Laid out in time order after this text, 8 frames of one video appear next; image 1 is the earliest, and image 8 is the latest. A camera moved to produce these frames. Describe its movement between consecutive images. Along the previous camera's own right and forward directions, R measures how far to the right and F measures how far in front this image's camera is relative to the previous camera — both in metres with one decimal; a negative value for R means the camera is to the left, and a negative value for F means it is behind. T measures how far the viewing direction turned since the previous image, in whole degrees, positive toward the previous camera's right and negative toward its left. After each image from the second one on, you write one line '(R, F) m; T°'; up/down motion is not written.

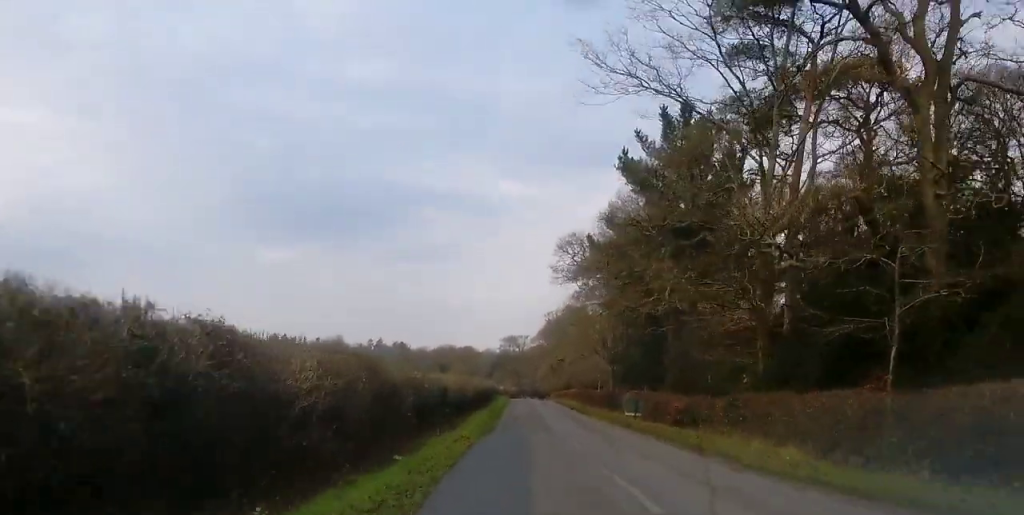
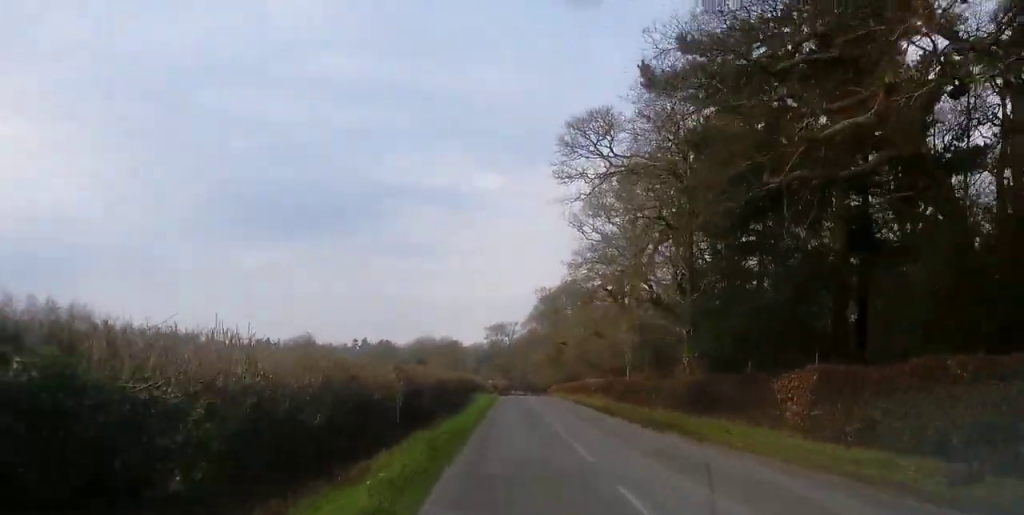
(0.0, +29.6) m; 0°
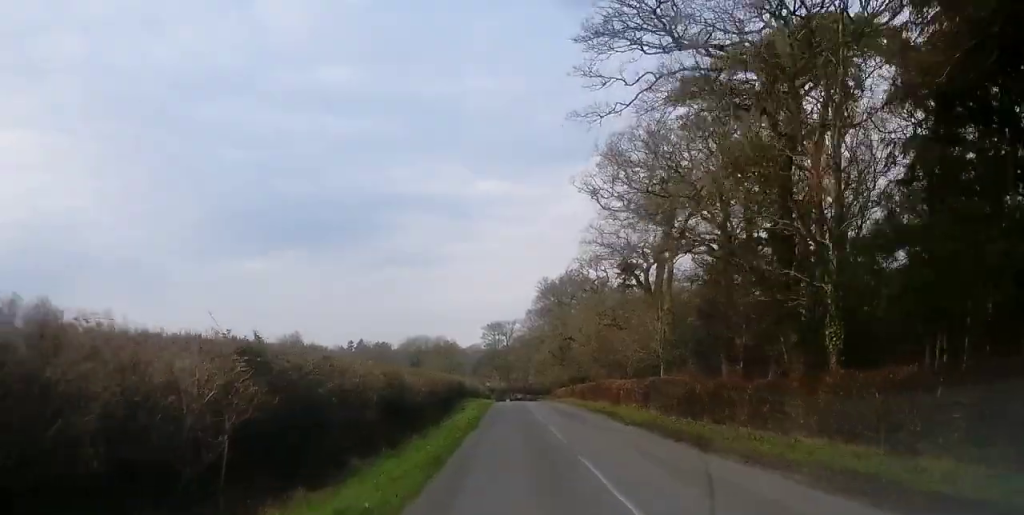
(+0.1, +14.8) m; 0°
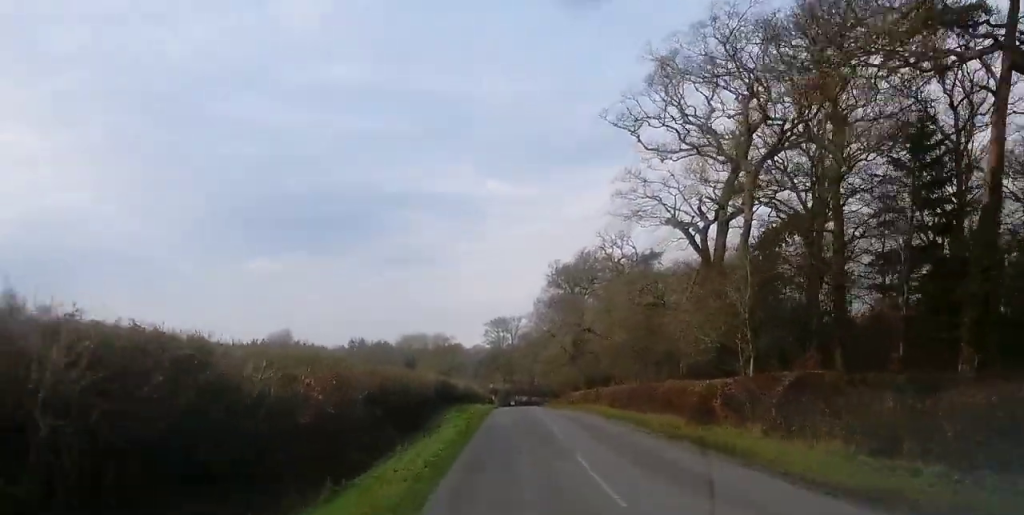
(0.0, +16.6) m; 0°
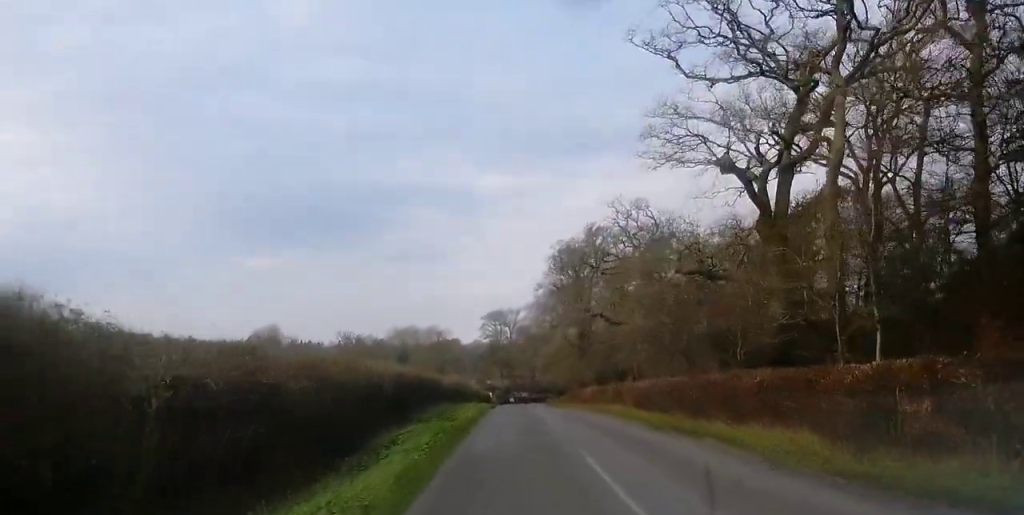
(-0.1, +11.0) m; 0°
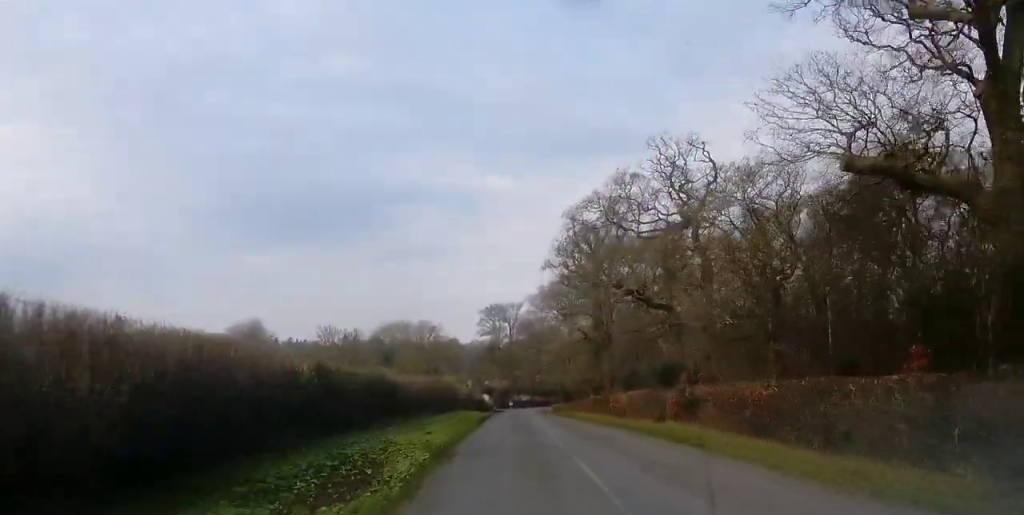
(+0.1, +17.2) m; 0°
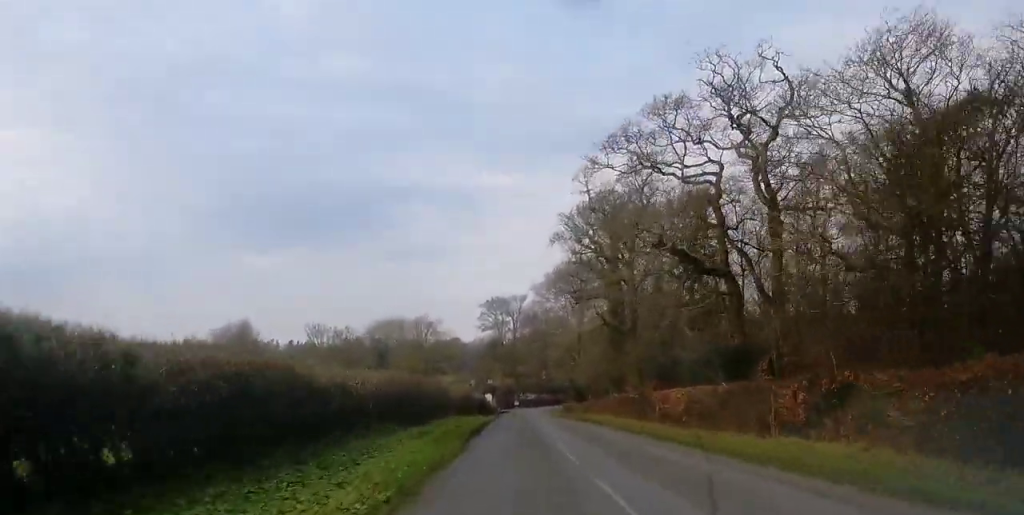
(0.0, +12.1) m; 0°
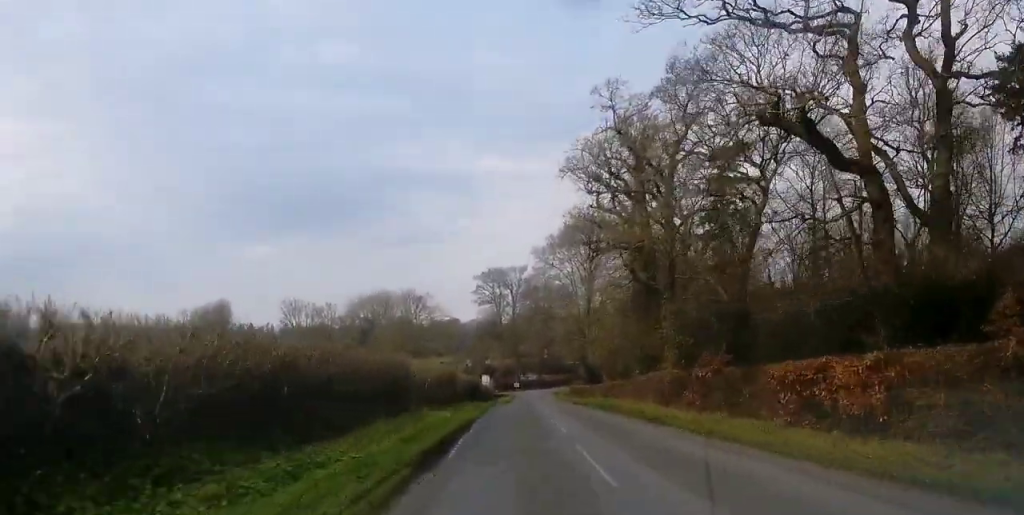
(-0.1, +14.7) m; -1°
